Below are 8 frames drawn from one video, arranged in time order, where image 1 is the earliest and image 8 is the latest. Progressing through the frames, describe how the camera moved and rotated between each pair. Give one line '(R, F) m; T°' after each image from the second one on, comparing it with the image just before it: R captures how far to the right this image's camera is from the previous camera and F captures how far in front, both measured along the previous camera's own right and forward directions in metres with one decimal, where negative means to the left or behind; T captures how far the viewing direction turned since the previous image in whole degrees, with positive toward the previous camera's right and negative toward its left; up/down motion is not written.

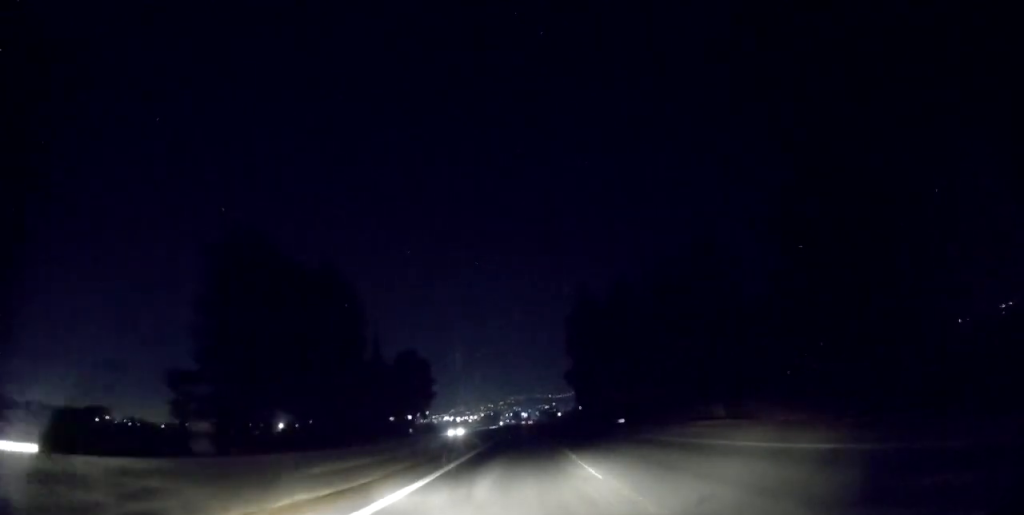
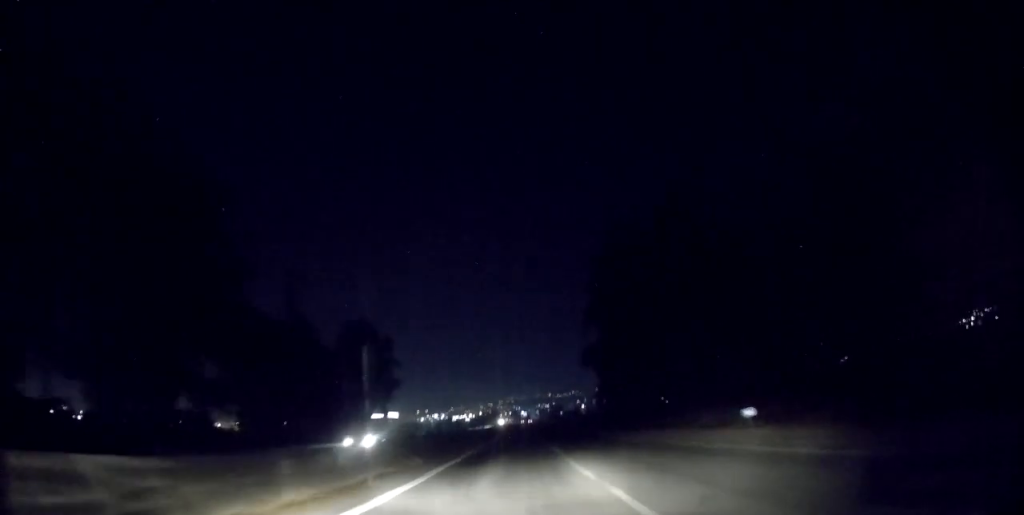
(-0.3, +31.9) m; 0°
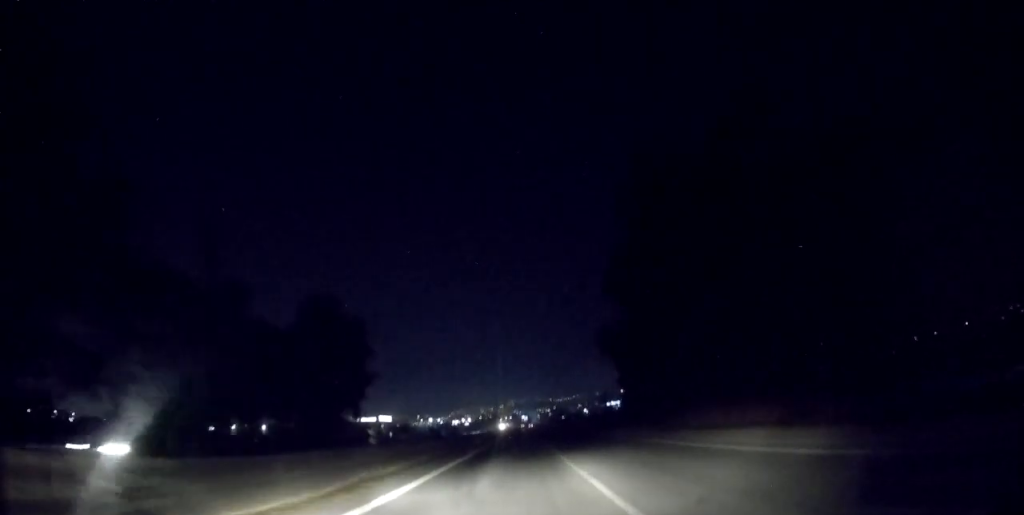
(+0.2, +15.0) m; 0°
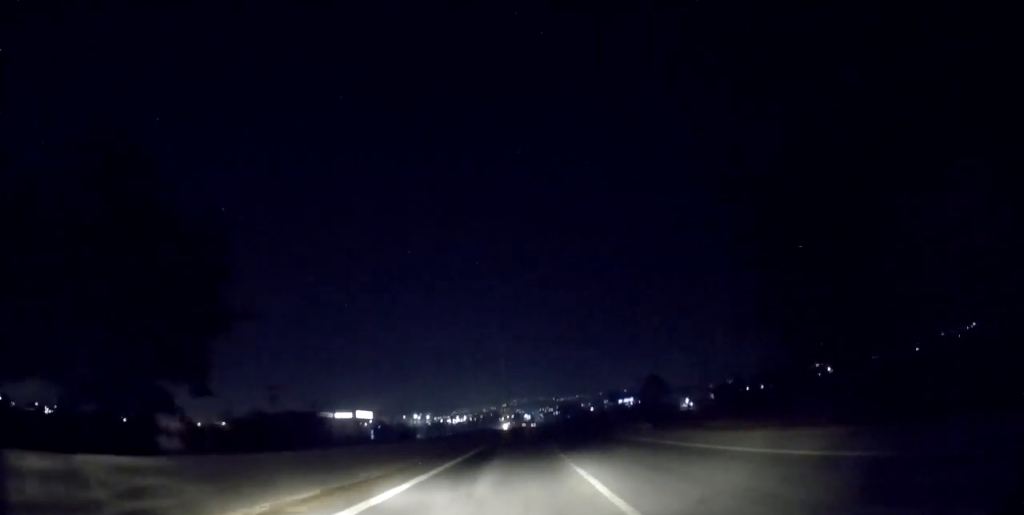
(+0.3, +35.6) m; 0°
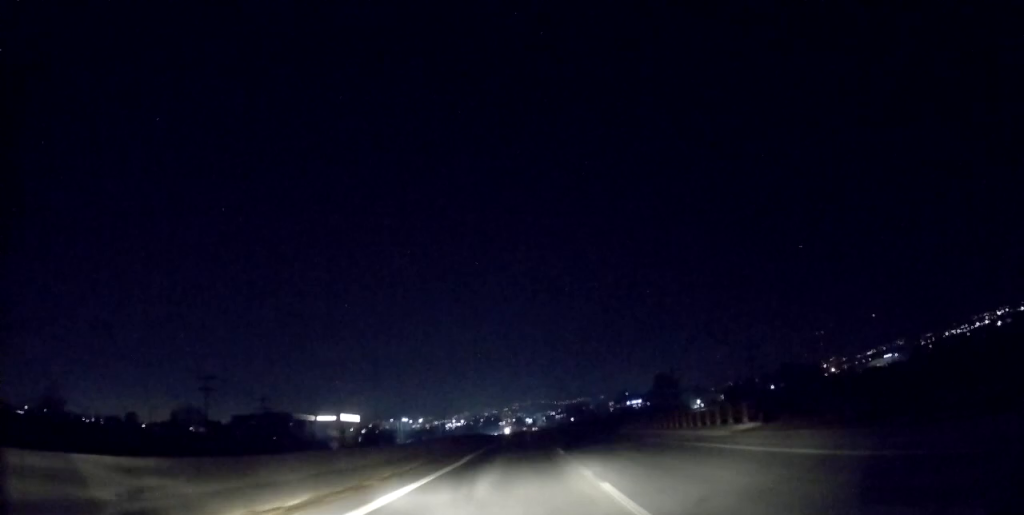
(0.0, +19.5) m; 0°
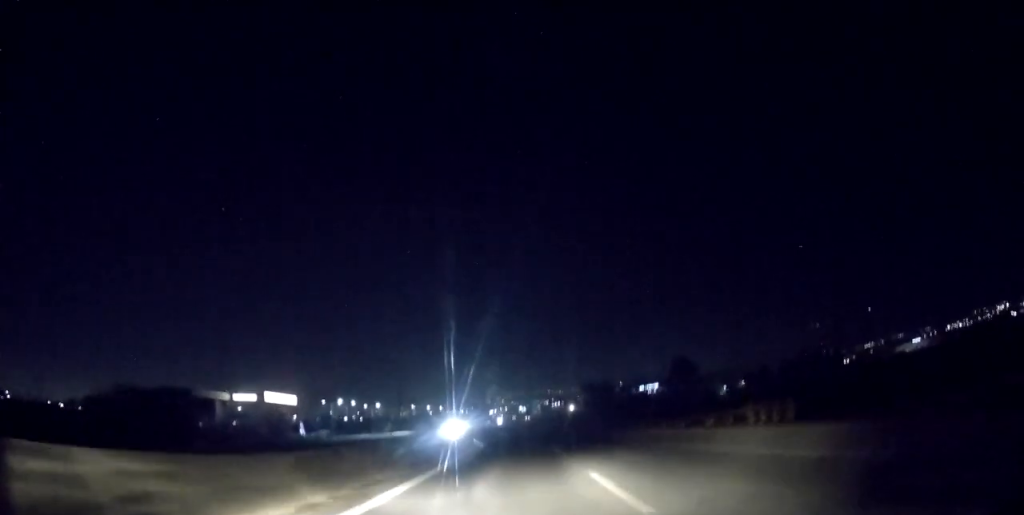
(-0.5, +51.3) m; 0°
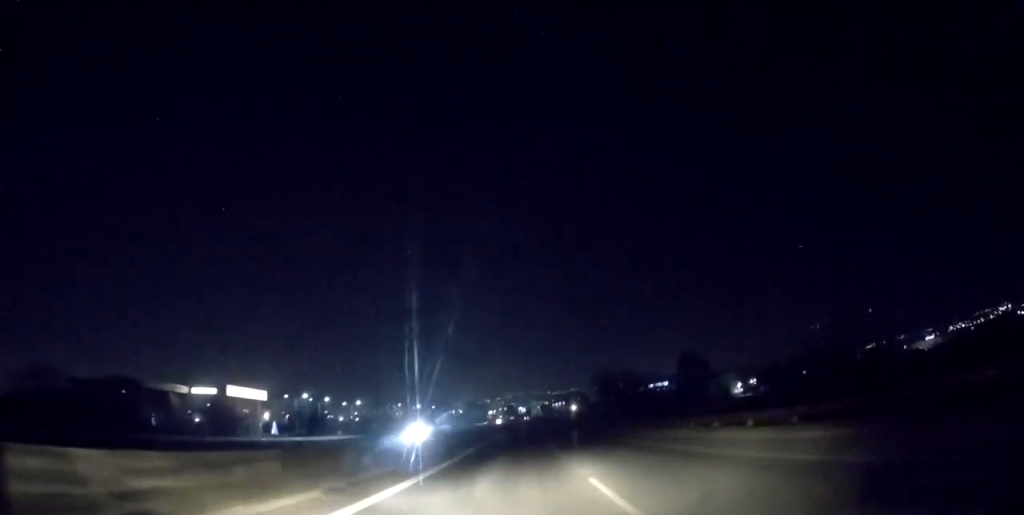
(0.0, +18.2) m; 0°
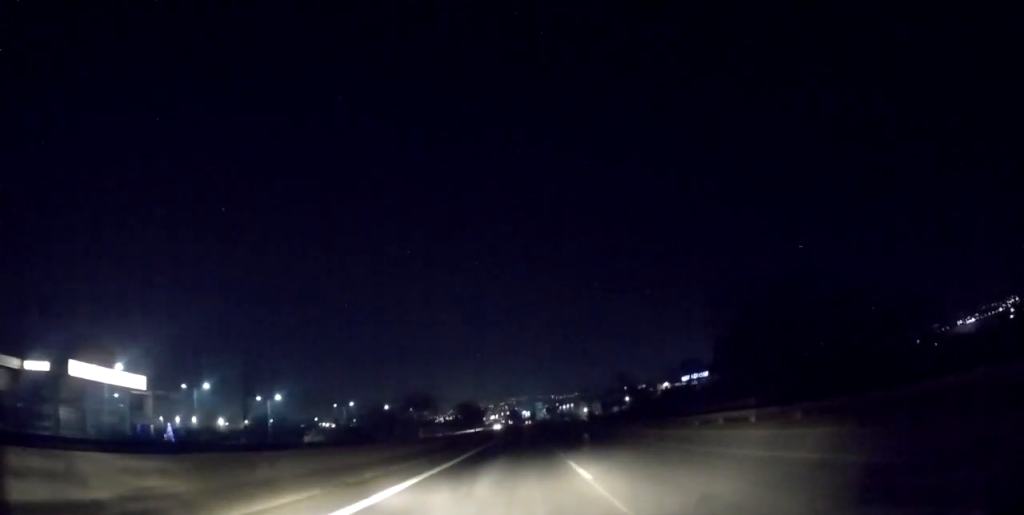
(+0.2, +48.2) m; 0°
